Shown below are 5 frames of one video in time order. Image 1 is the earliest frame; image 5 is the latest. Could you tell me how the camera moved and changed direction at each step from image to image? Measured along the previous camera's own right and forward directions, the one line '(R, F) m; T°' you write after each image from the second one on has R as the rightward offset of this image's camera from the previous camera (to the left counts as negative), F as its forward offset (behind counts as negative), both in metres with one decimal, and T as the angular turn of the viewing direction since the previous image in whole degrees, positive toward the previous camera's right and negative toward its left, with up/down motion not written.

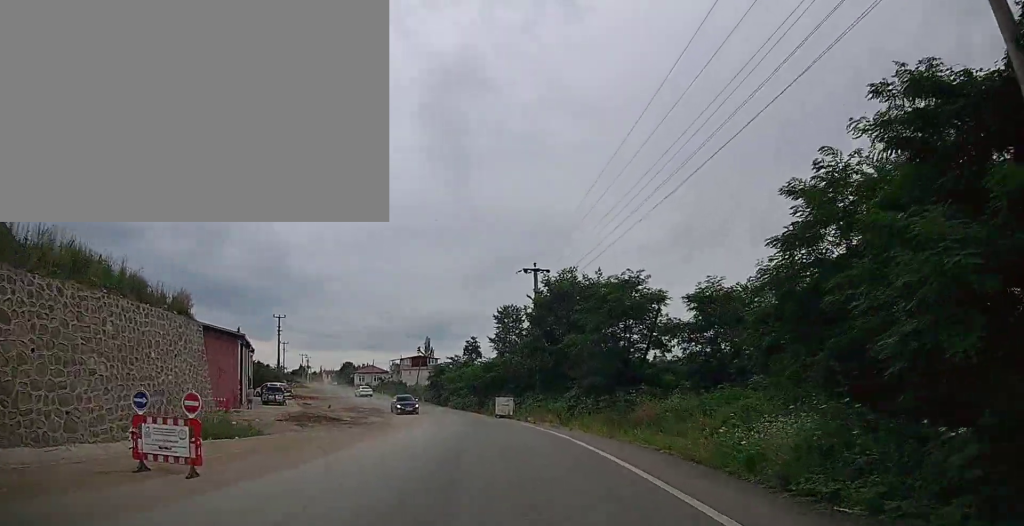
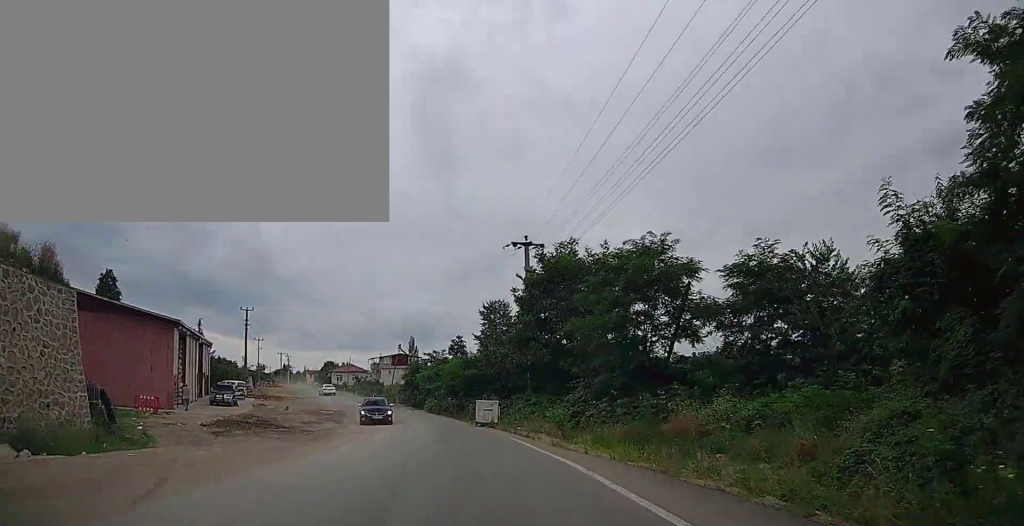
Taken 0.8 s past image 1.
(+0.1, +7.2) m; 0°
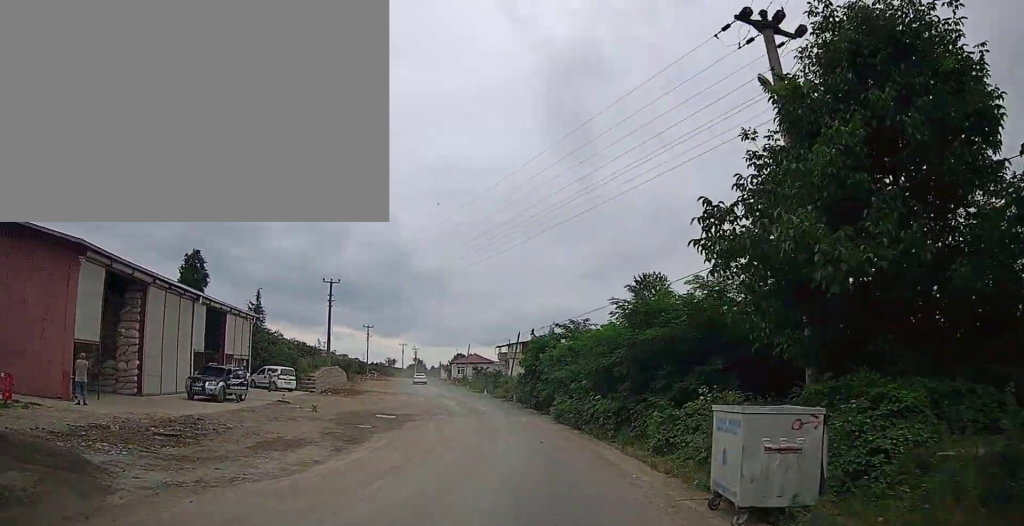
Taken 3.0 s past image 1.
(-1.0, +19.9) m; -9°
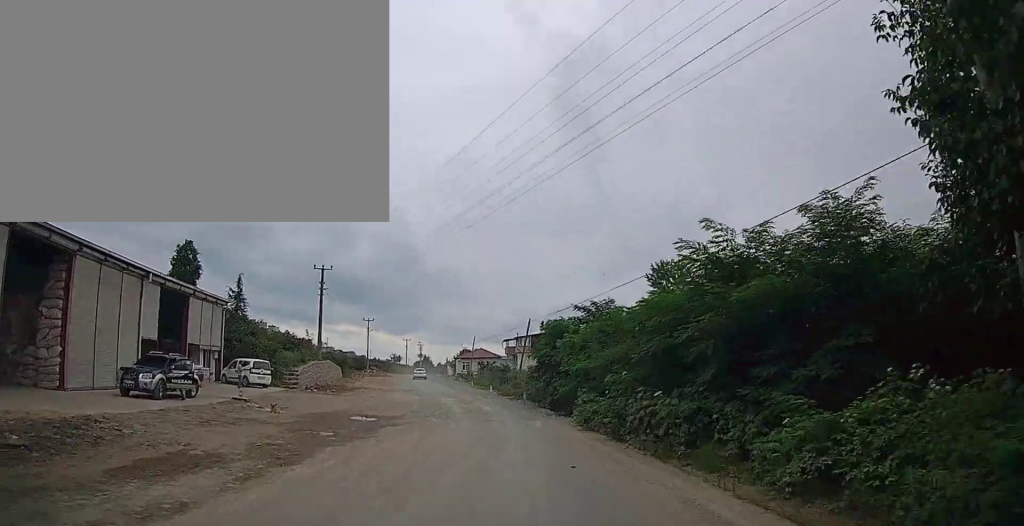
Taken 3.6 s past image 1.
(-0.3, +5.4) m; -2°
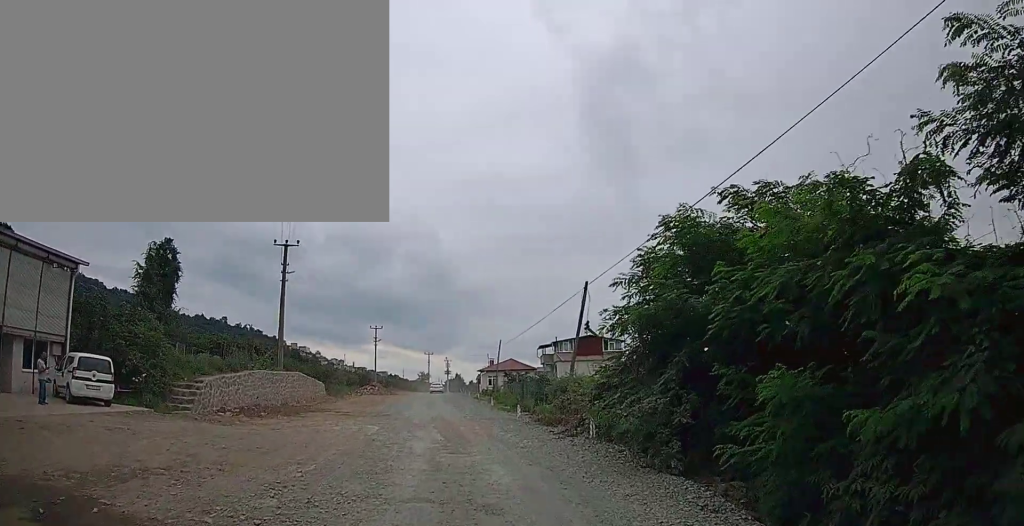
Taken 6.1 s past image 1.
(-0.5, +18.7) m; -5°
